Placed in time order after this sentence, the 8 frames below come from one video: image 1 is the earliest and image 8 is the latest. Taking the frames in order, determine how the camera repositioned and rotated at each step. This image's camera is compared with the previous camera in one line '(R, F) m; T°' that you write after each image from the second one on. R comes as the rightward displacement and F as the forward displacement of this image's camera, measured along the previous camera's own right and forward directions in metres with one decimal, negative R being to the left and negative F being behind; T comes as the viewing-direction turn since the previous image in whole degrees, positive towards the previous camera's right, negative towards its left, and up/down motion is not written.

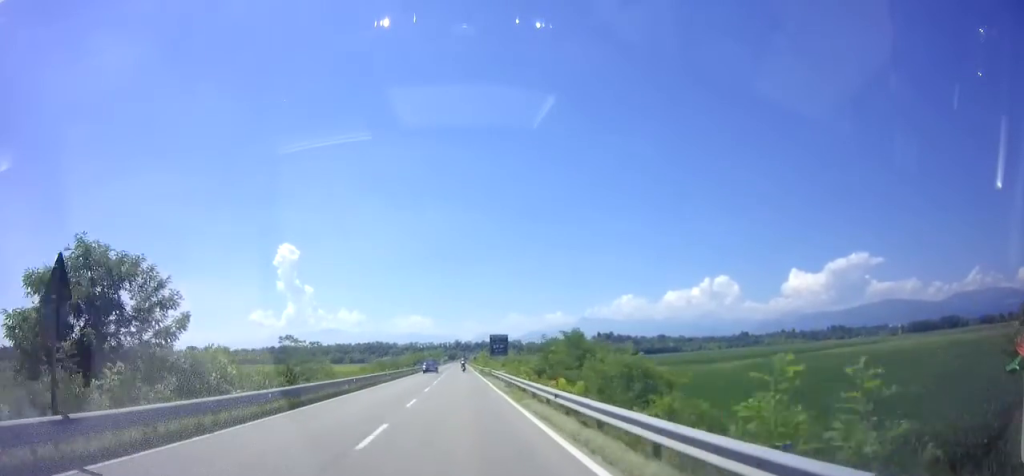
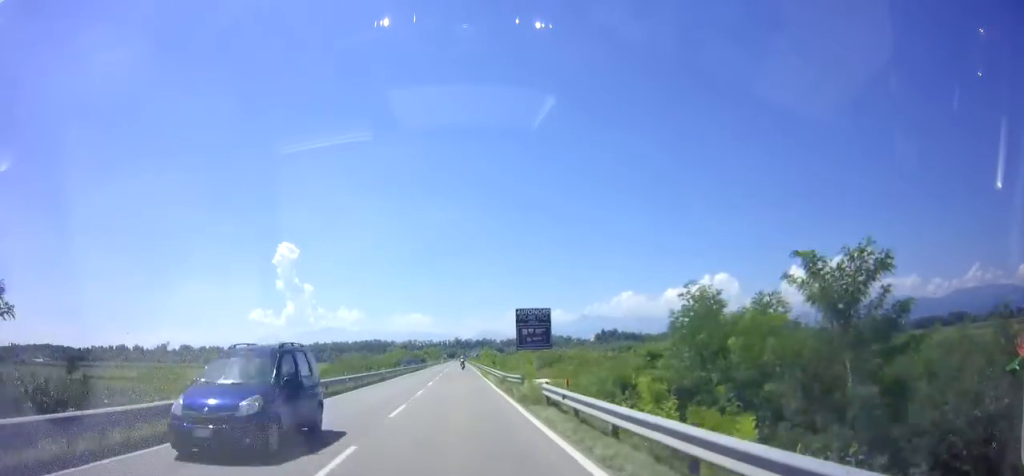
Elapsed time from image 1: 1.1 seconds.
(-0.1, +25.5) m; 0°
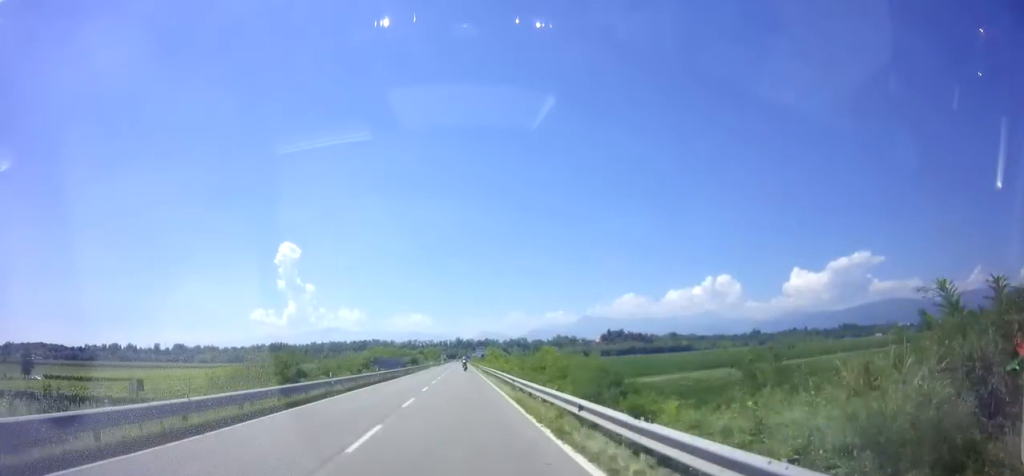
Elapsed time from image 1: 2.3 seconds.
(-0.1, +26.9) m; -1°
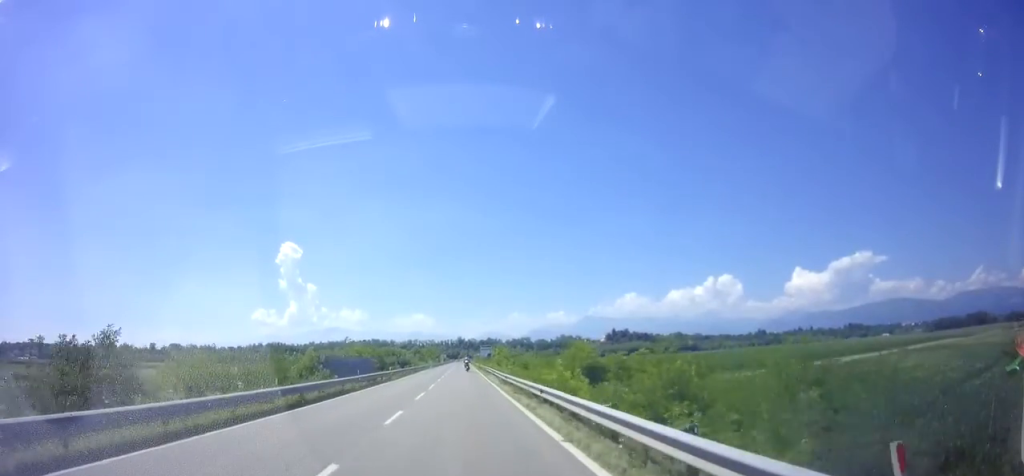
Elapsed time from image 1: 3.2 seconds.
(-0.1, +18.8) m; 0°
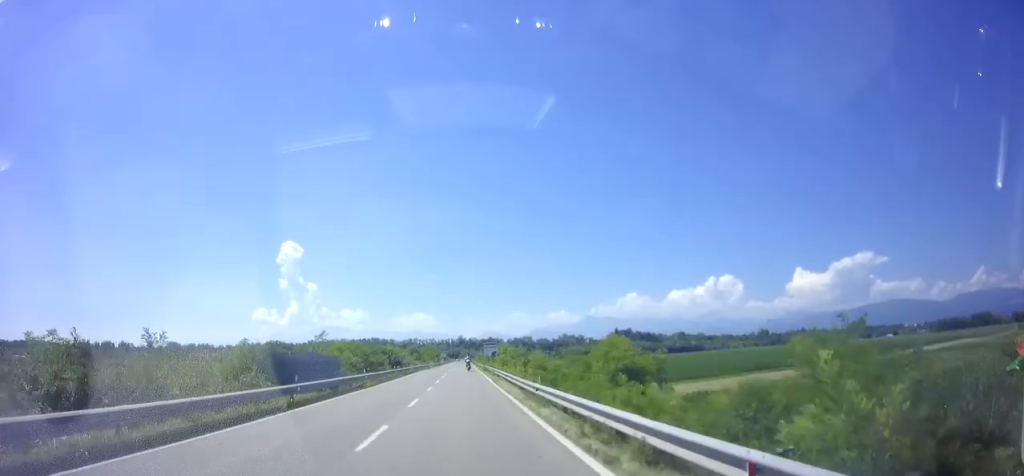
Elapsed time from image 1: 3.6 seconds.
(-0.1, +10.5) m; 0°
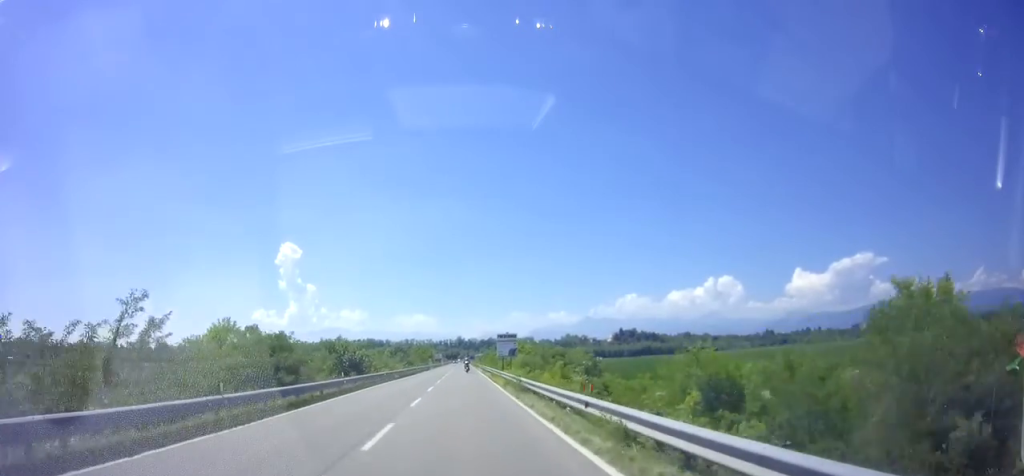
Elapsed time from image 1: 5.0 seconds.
(+0.5, +30.1) m; +1°
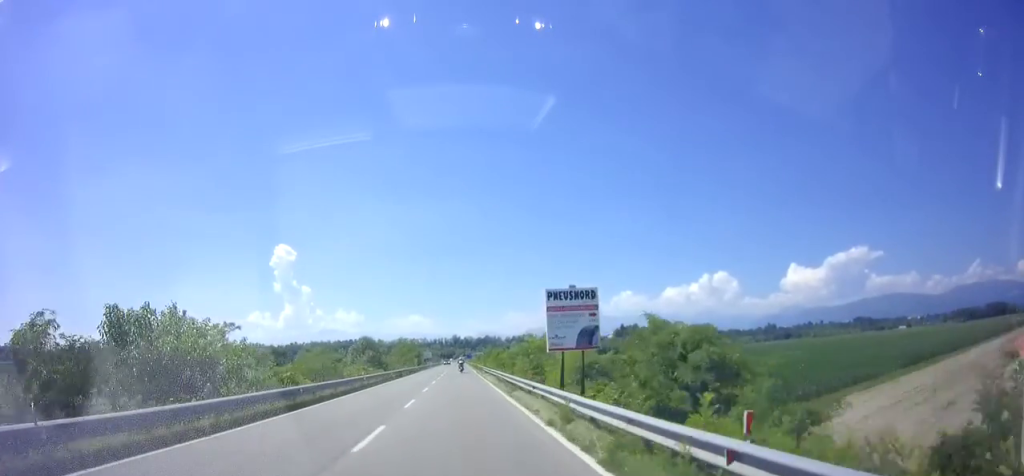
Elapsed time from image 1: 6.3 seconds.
(-0.2, +29.0) m; -1°
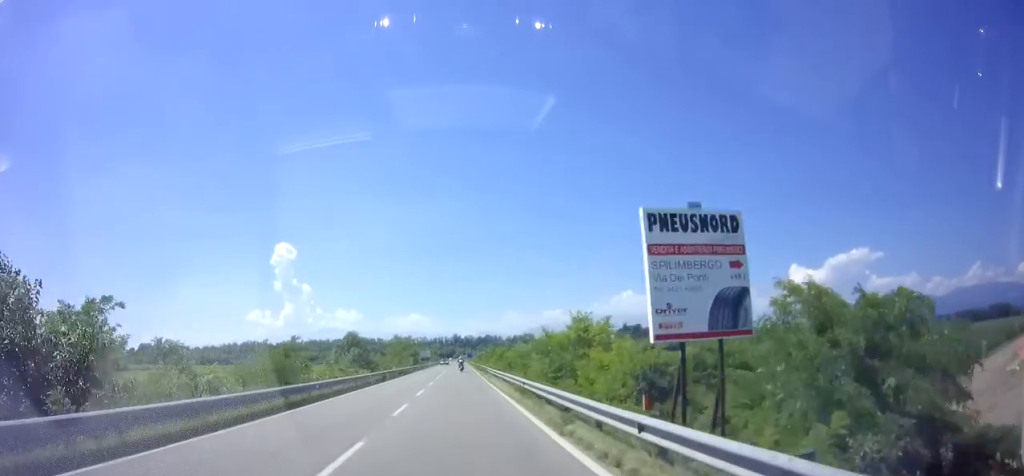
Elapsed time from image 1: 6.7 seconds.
(0.0, +9.6) m; 0°
